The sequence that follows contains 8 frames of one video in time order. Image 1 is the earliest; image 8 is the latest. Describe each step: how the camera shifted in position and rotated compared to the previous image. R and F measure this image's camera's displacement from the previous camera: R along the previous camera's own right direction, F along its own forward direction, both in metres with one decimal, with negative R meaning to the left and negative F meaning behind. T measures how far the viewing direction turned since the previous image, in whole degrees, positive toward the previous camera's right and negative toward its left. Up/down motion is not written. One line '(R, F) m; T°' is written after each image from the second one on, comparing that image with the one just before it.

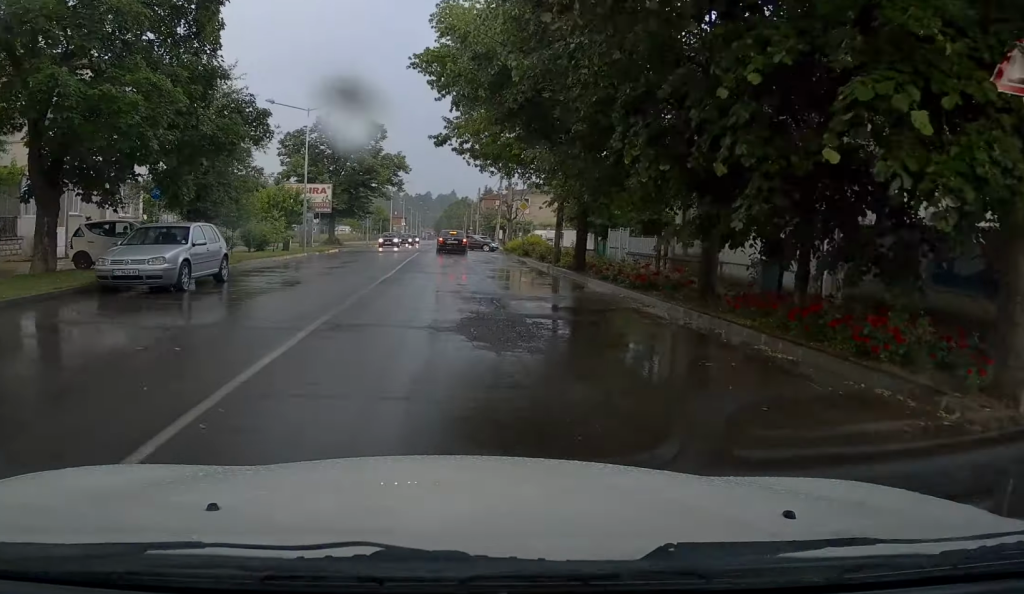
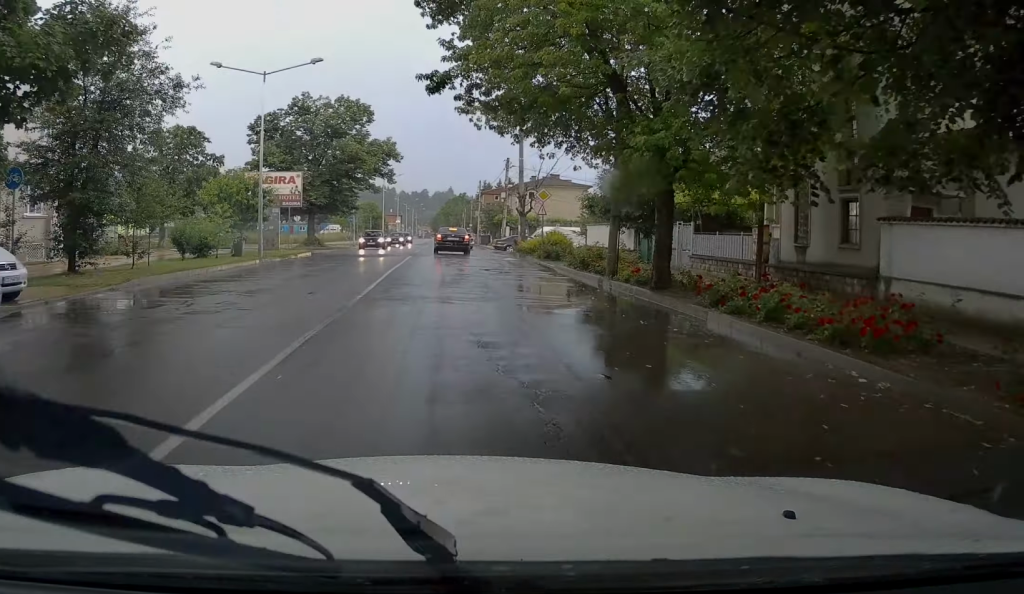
(-0.1, +9.5) m; -1°
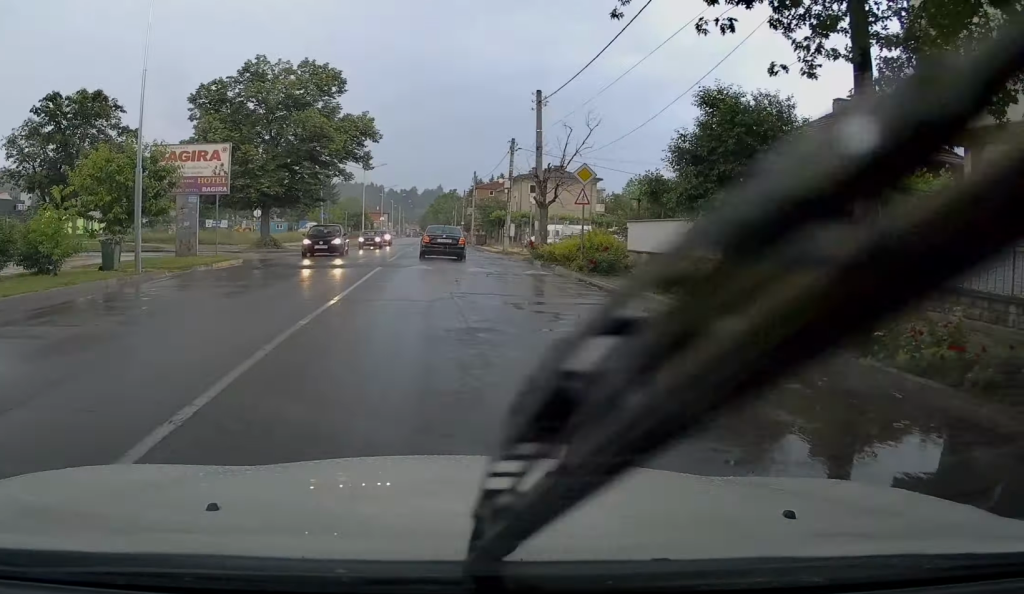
(-0.1, +12.2) m; +1°
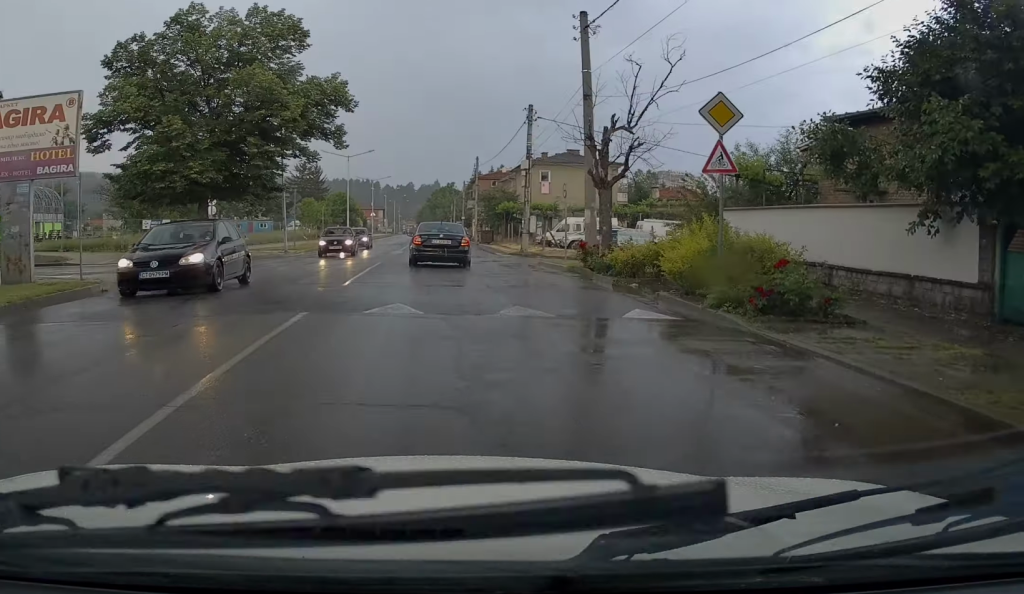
(+0.1, +11.5) m; +1°
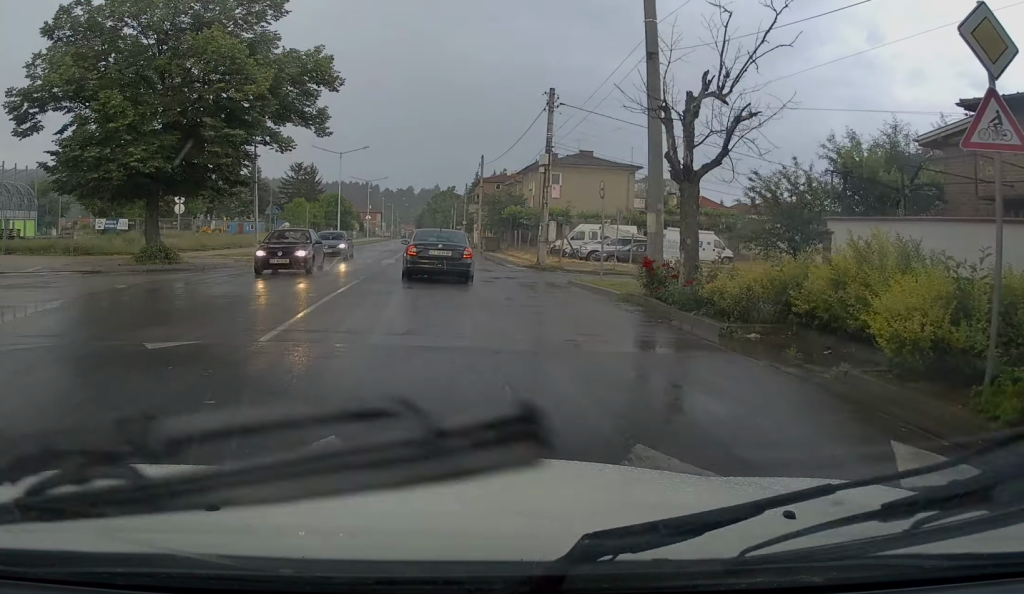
(+0.1, +6.4) m; +1°
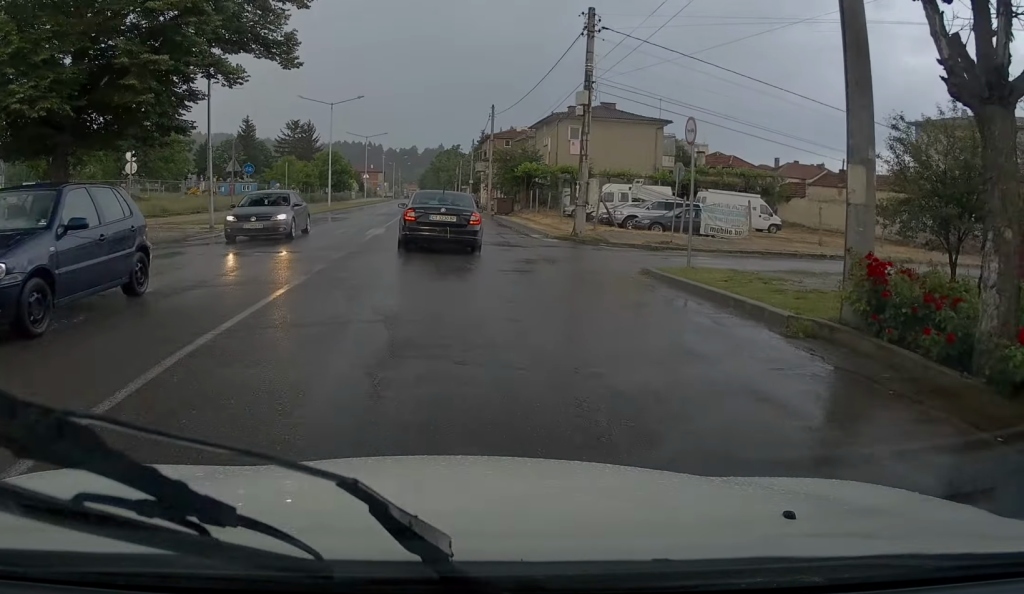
(+0.2, +7.8) m; -1°
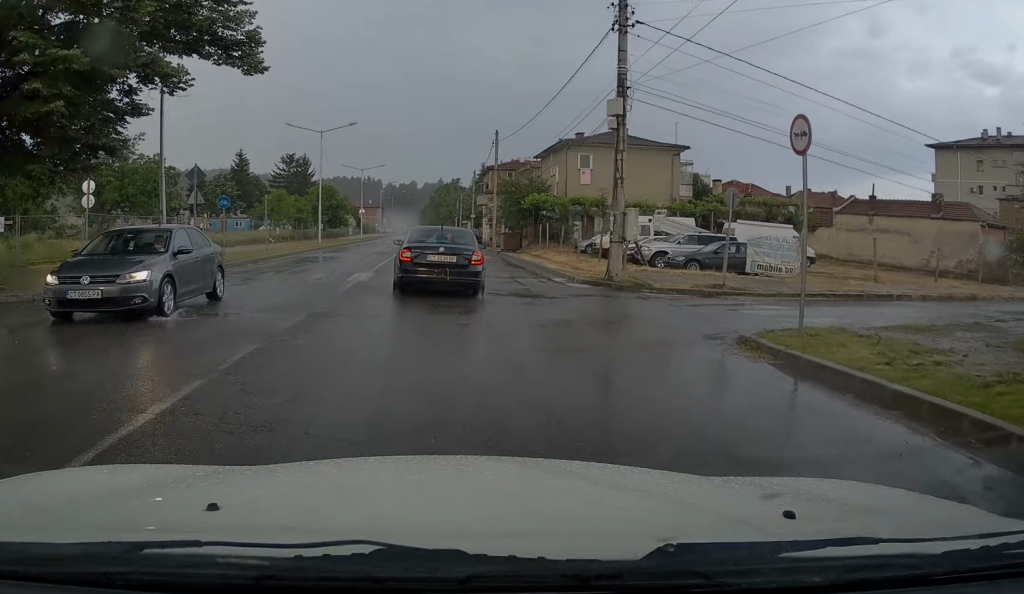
(-0.2, +4.9) m; -2°
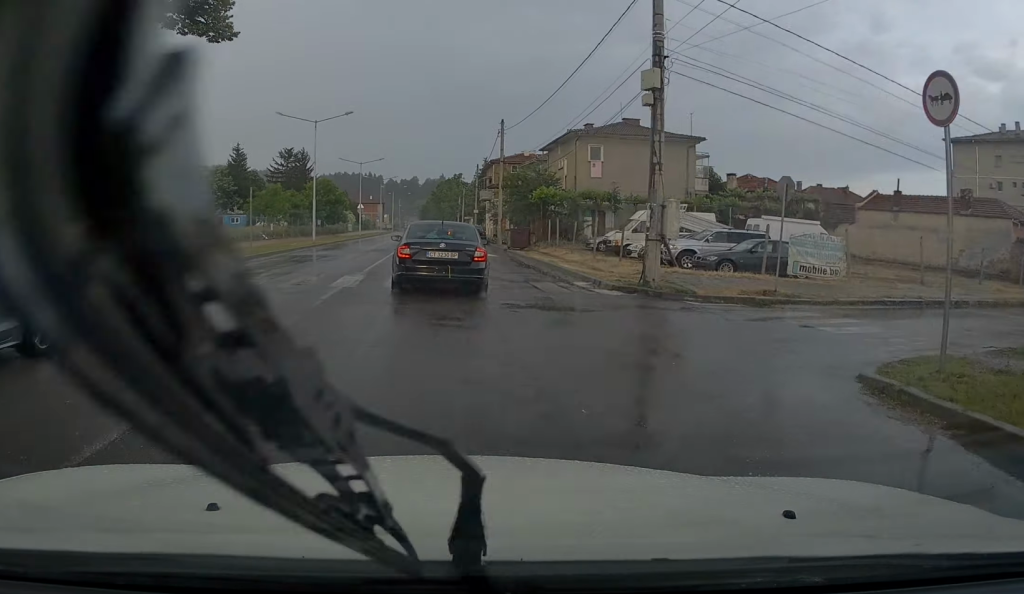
(0.0, +3.2) m; 0°
